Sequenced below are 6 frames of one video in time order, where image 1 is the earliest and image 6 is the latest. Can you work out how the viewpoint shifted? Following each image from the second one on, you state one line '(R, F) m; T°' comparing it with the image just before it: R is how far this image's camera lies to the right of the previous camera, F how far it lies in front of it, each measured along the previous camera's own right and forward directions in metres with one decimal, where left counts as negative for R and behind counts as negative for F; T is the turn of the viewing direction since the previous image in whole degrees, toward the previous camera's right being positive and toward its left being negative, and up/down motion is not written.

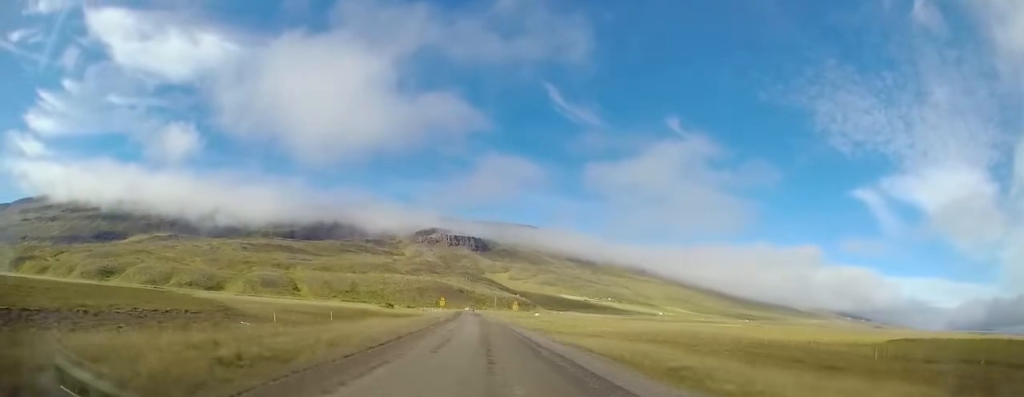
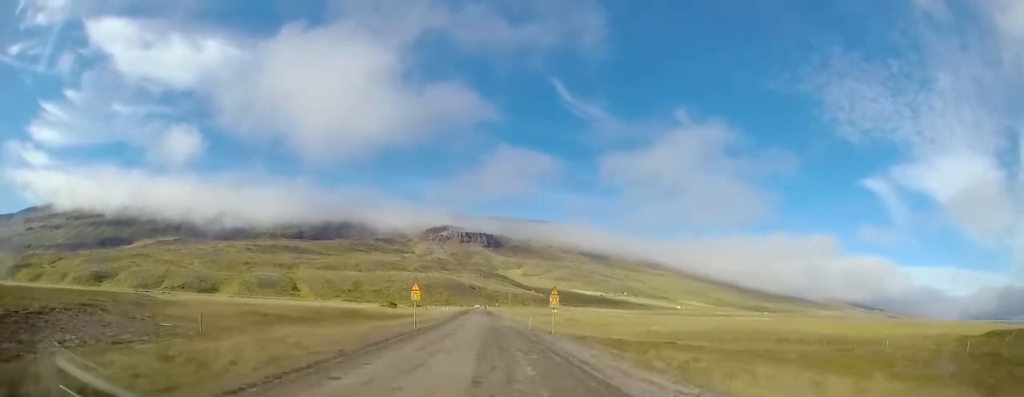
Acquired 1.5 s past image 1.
(0.0, +23.6) m; 0°
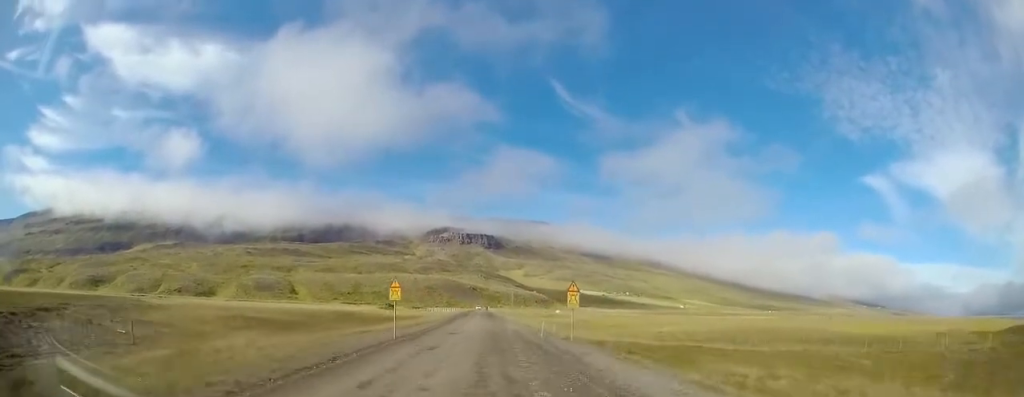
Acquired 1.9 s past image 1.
(0.0, +6.1) m; 0°
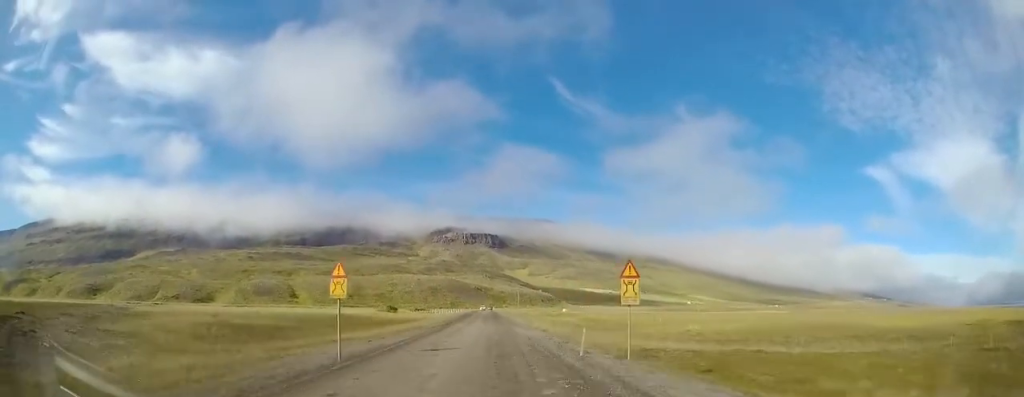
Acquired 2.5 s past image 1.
(0.0, +8.5) m; -1°
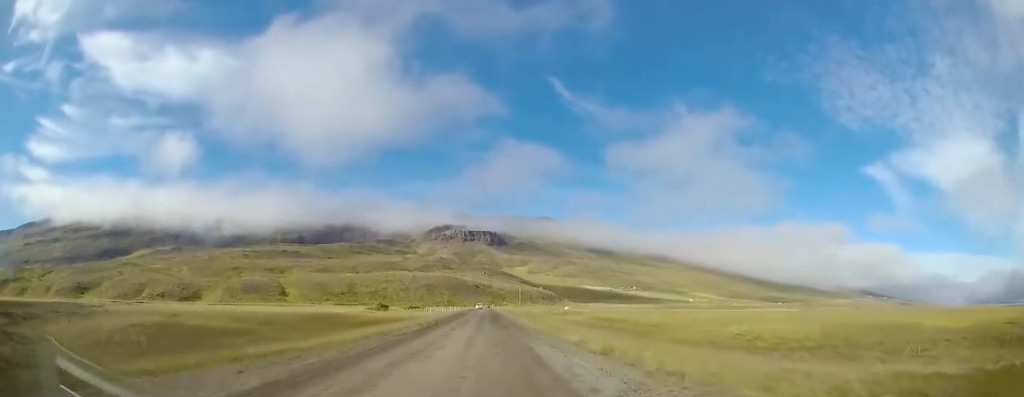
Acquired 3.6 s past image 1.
(-0.4, +15.6) m; 0°
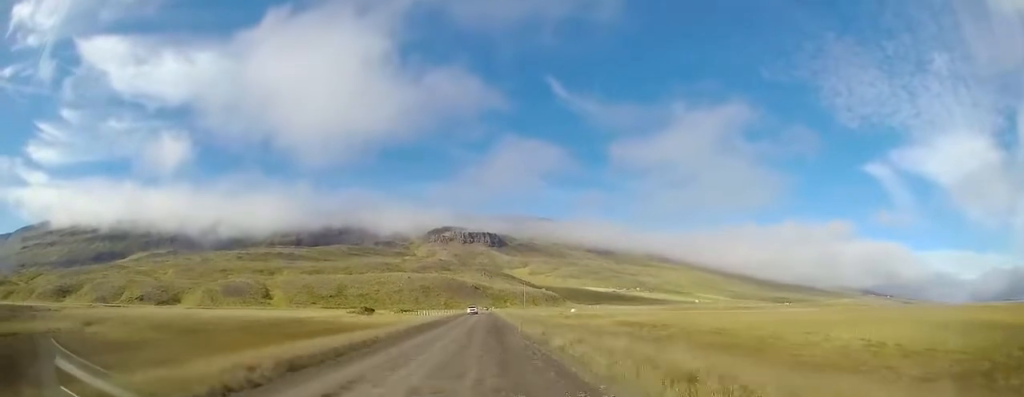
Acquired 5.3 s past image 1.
(+0.3, +22.2) m; -1°
